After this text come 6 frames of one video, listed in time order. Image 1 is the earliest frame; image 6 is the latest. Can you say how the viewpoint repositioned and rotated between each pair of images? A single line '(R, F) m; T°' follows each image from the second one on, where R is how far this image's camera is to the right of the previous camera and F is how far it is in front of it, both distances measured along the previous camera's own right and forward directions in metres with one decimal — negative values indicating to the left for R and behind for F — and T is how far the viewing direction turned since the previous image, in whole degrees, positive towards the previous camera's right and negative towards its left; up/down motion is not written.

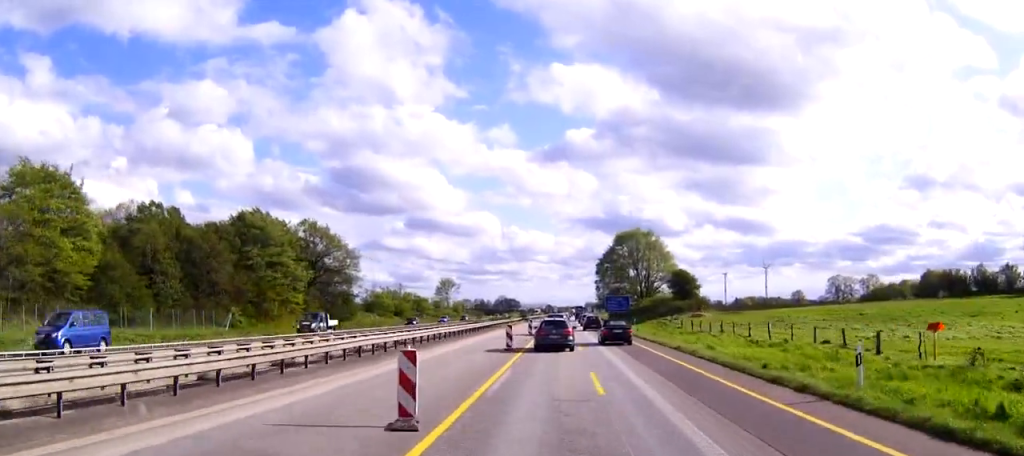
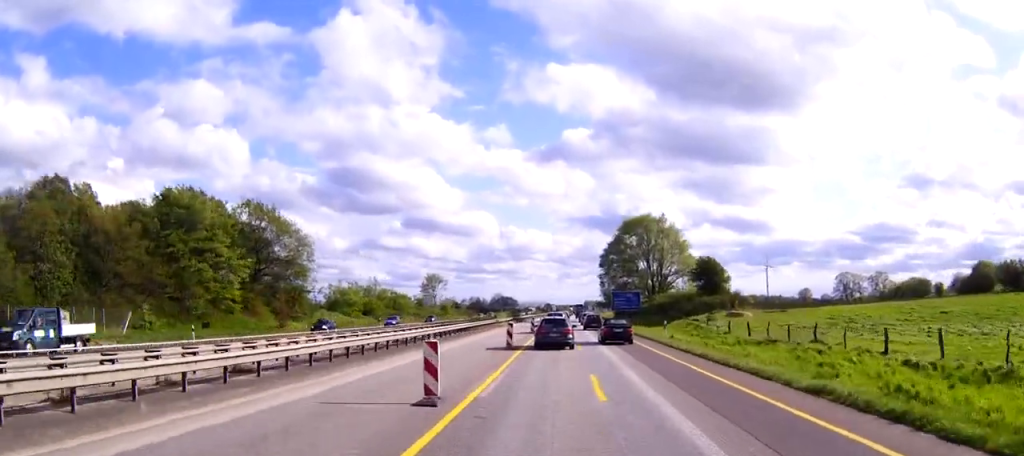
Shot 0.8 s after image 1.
(0.0, +19.5) m; 0°
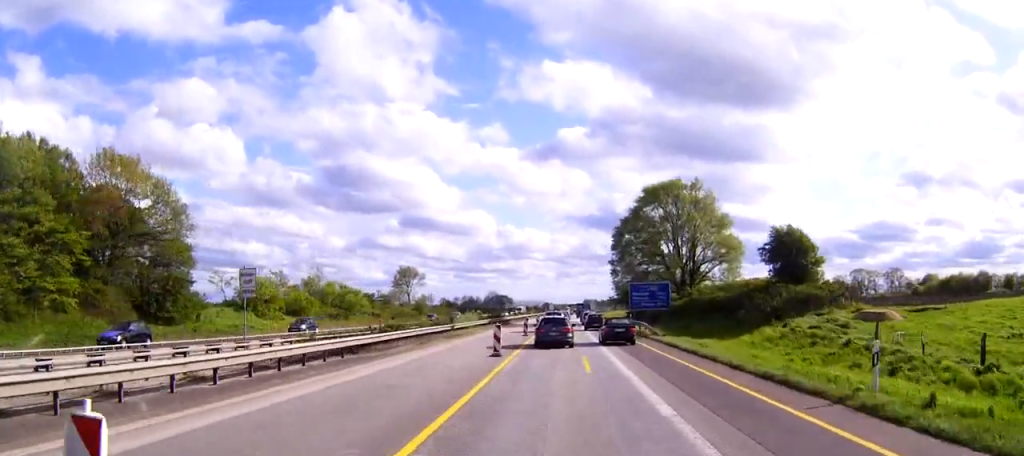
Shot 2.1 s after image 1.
(0.0, +30.4) m; 0°
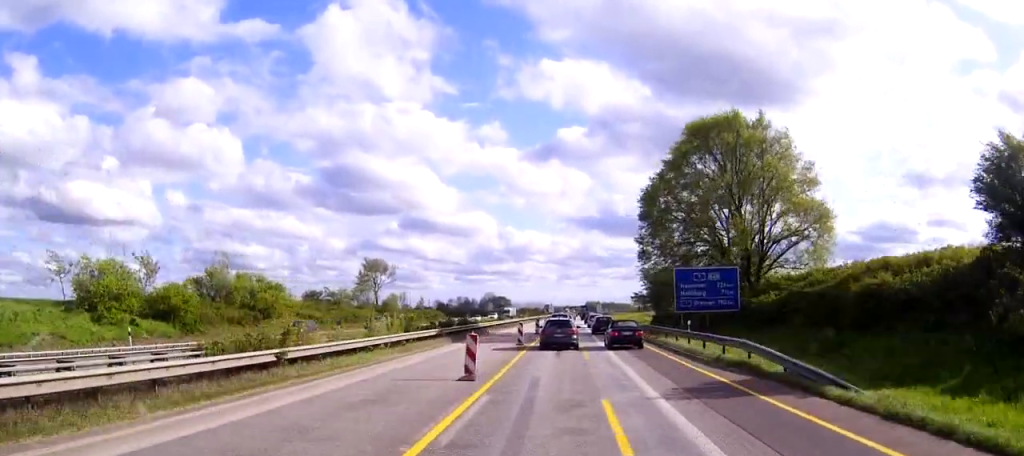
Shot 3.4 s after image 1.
(-0.1, +29.6) m; 0°
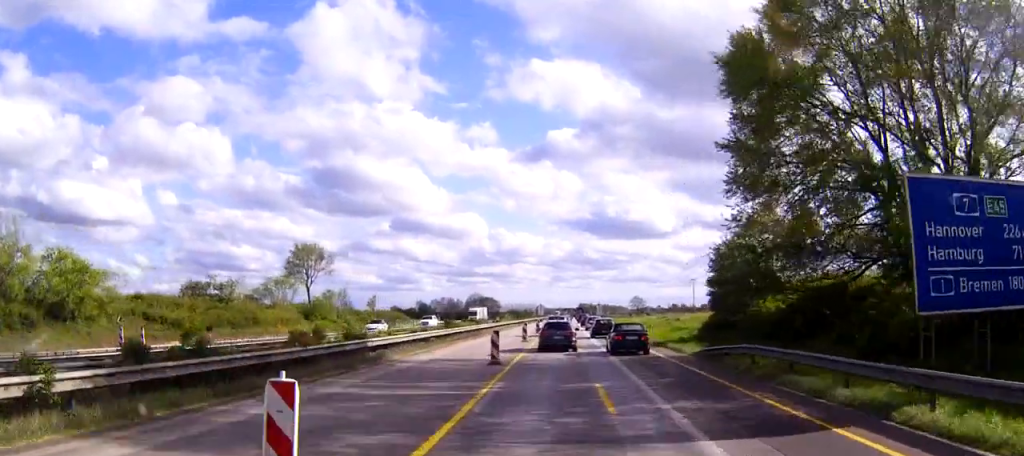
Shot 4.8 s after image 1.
(0.0, +32.5) m; 0°
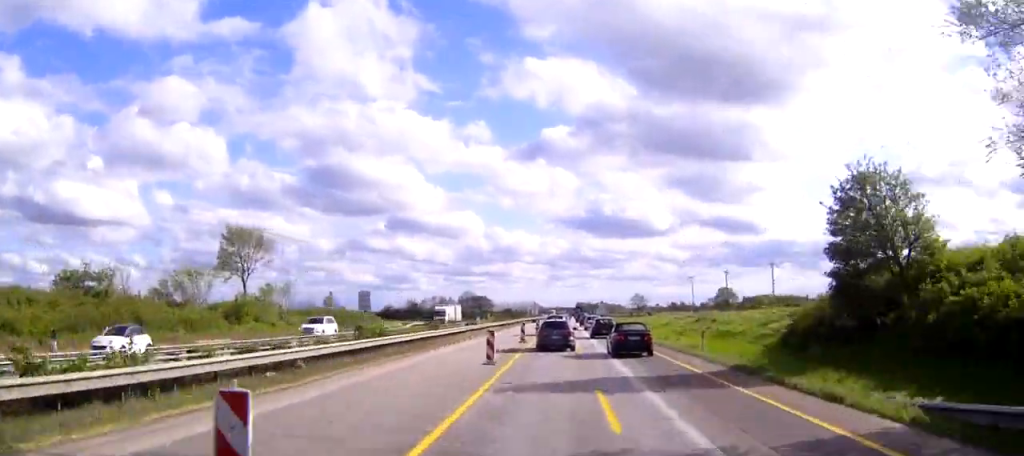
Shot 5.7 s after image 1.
(+0.1, +20.2) m; 0°
